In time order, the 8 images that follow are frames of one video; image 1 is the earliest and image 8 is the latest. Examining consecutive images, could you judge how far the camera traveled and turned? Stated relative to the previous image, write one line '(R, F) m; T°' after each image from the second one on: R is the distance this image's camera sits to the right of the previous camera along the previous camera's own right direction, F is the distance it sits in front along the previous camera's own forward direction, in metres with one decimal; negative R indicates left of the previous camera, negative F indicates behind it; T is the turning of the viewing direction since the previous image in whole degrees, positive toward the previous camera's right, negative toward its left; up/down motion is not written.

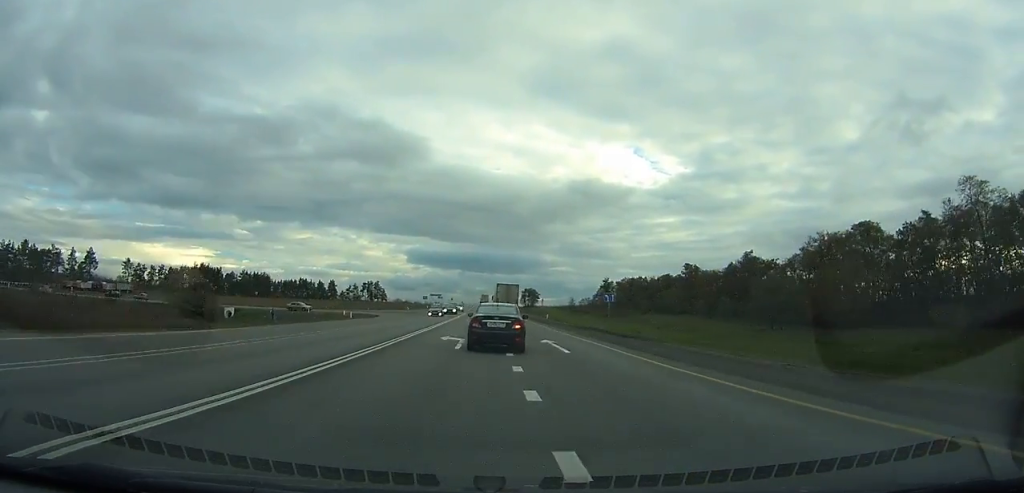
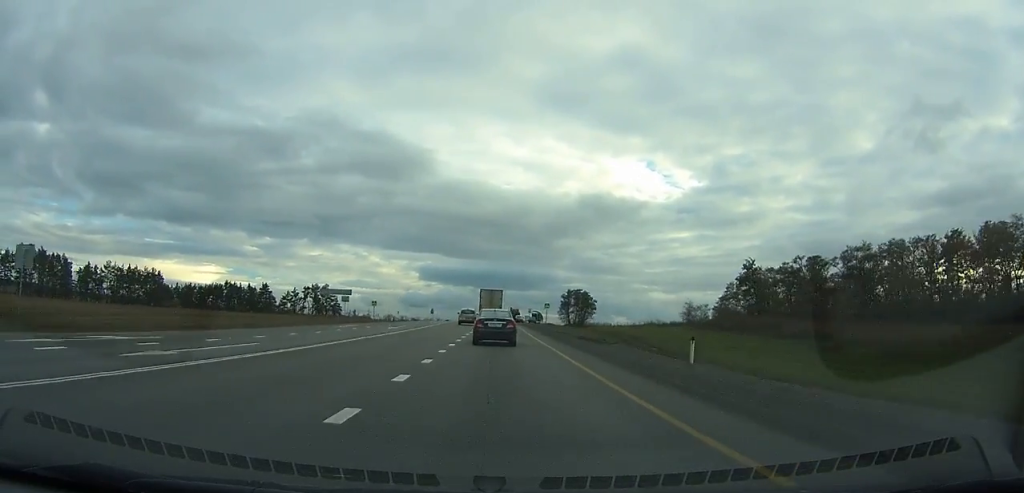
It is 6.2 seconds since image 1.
(+0.9, +141.7) m; -1°
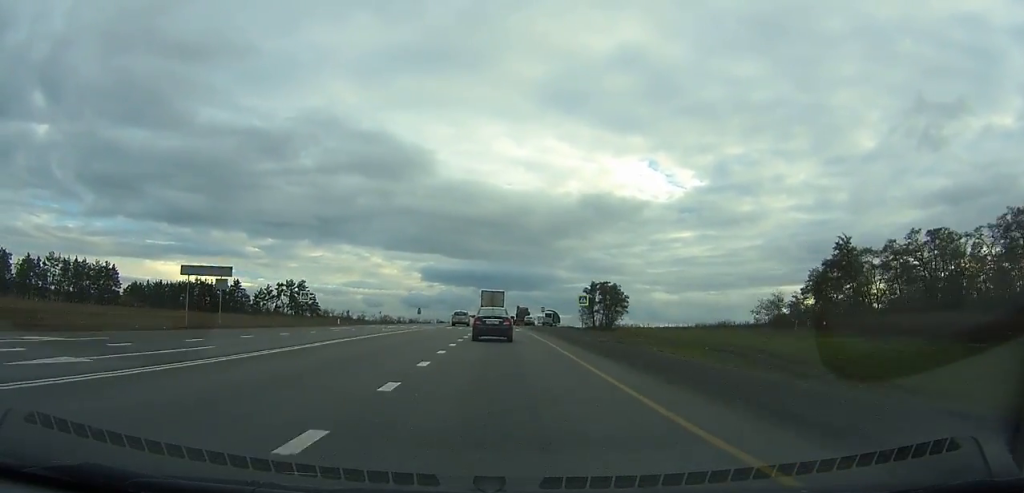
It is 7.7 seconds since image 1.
(-0.3, +33.8) m; -1°
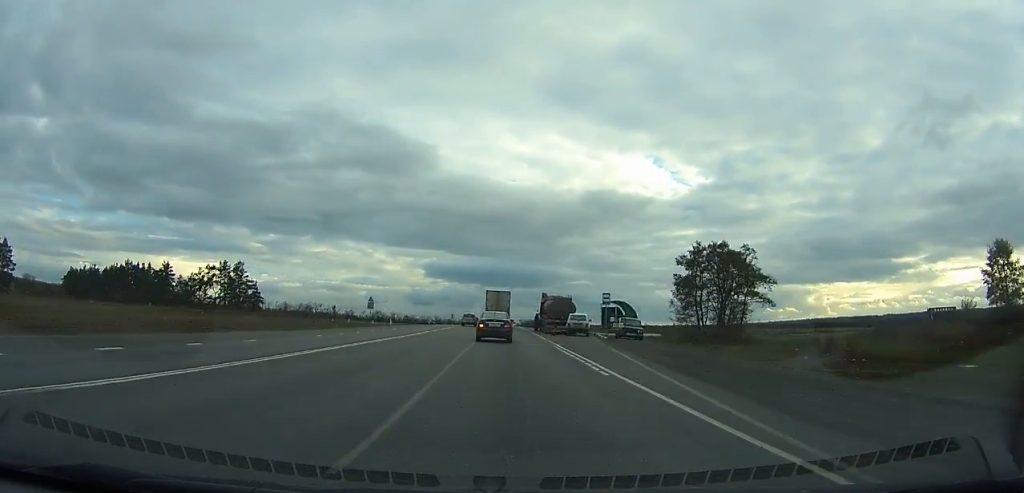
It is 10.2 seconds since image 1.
(-1.6, +55.2) m; -1°
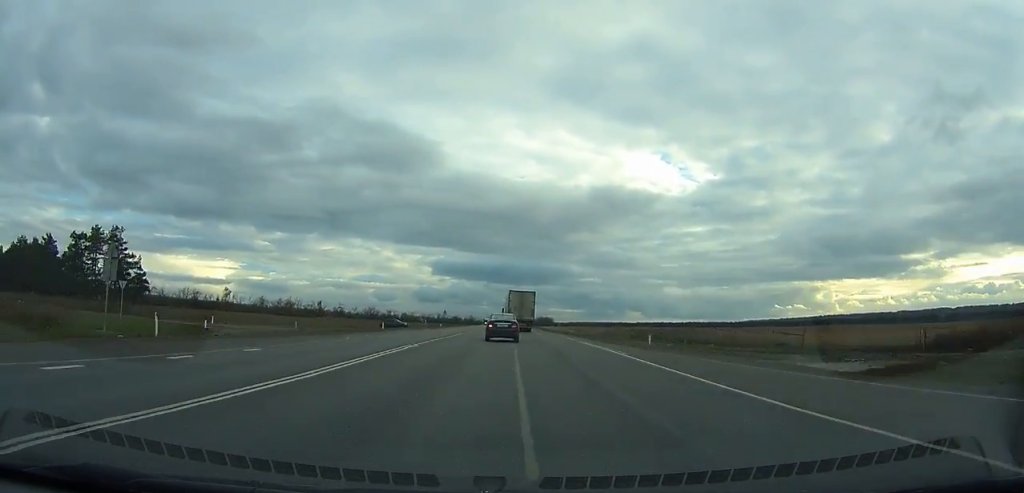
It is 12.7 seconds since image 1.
(+0.4, +56.2) m; +1°
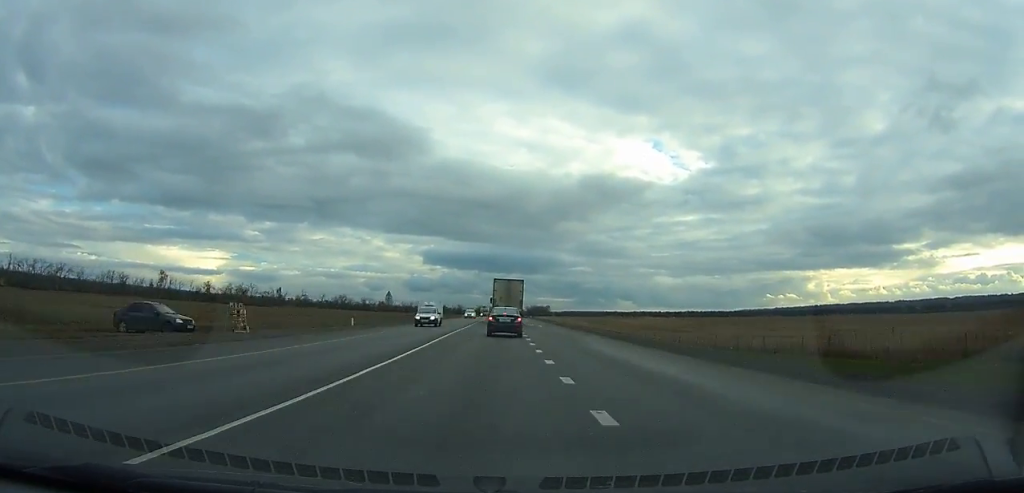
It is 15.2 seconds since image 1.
(+0.3, +57.5) m; 0°
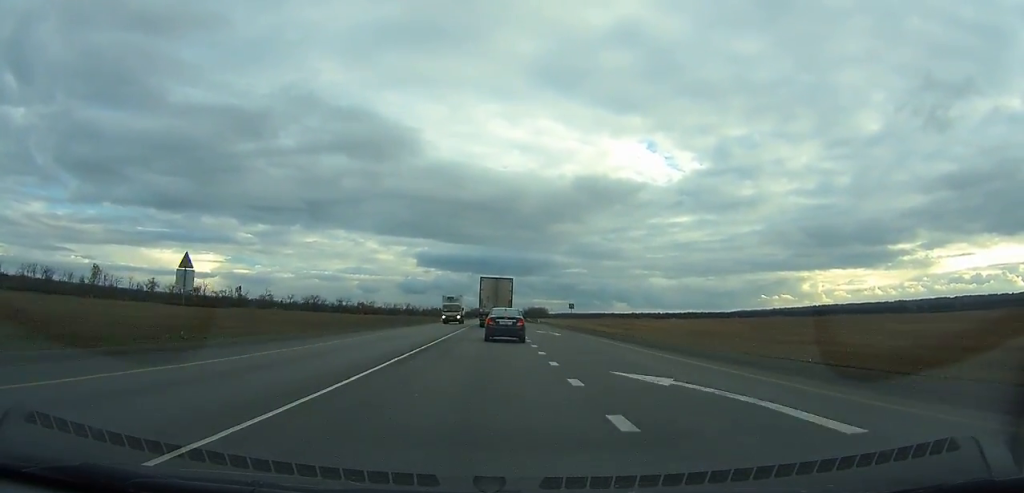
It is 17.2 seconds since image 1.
(+0.2, +46.1) m; 0°
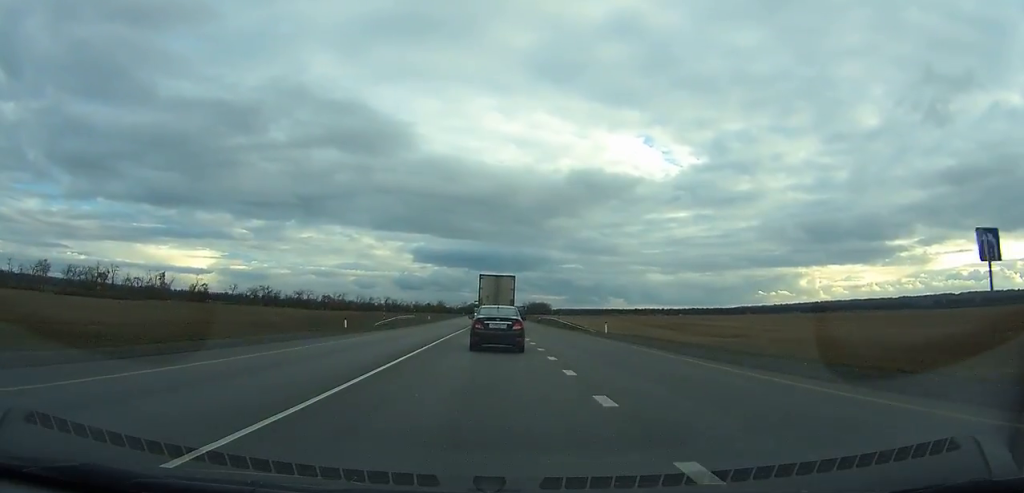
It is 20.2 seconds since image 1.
(+0.3, +68.3) m; 0°
